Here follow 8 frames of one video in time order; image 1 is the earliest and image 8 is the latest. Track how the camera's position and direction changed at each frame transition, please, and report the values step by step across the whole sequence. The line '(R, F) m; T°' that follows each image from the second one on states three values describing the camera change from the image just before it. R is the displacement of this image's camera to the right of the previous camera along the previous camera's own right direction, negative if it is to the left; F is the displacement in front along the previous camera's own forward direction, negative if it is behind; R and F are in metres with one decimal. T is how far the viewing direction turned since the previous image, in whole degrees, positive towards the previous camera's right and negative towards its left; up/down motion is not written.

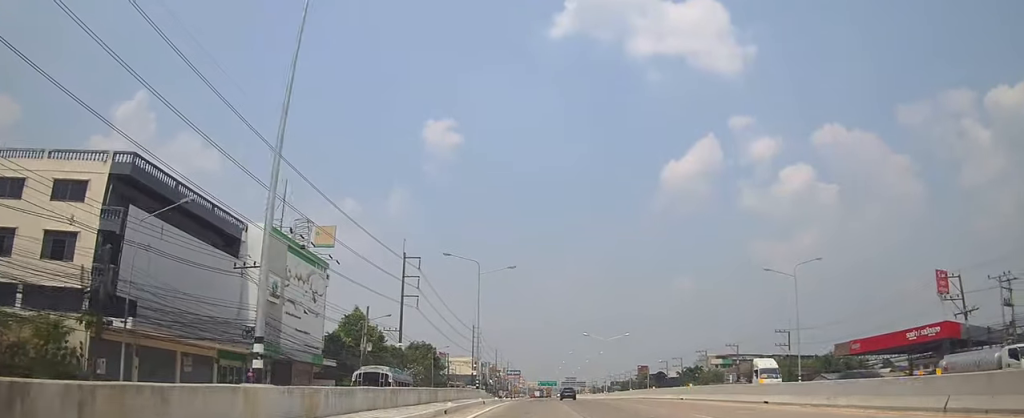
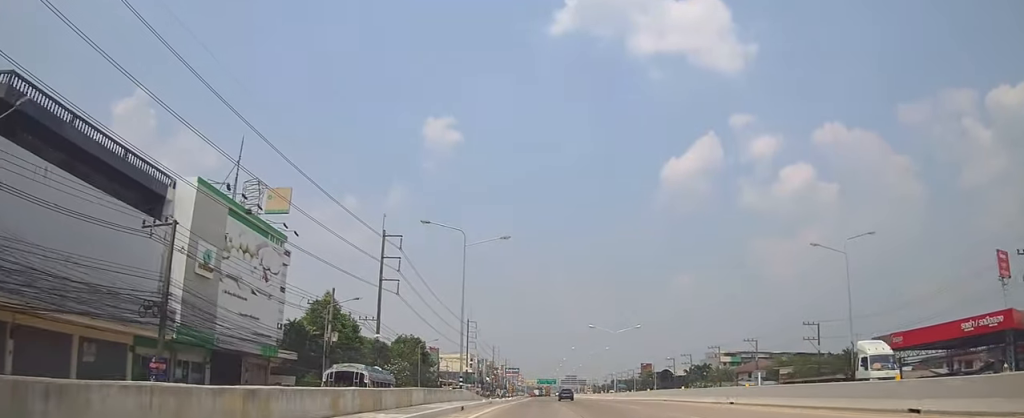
(0.0, +10.2) m; +1°
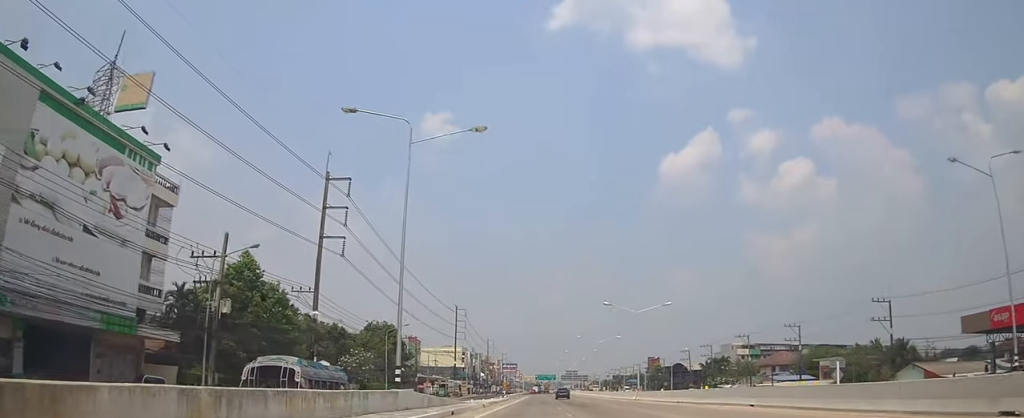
(+0.4, +18.0) m; +2°
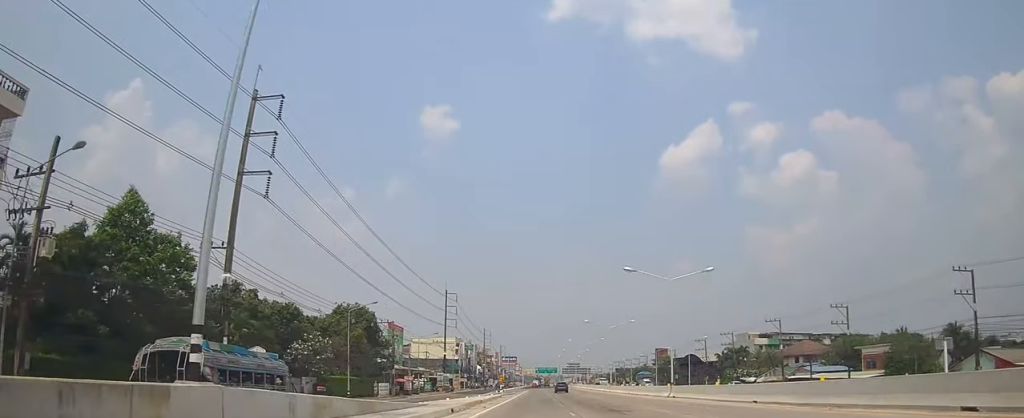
(+0.4, +13.8) m; -1°
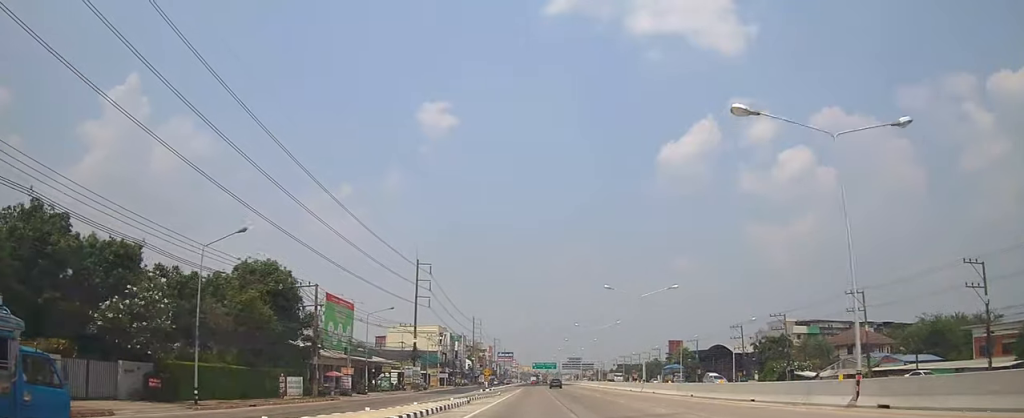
(-1.2, +24.7) m; -3°
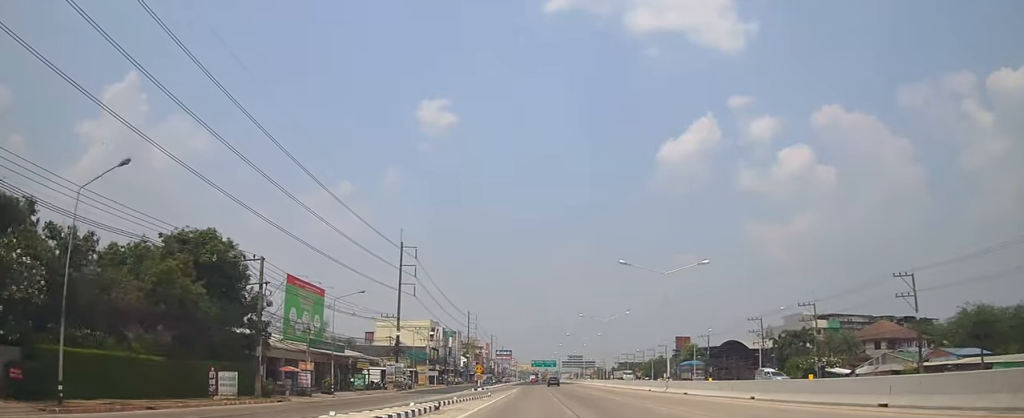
(0.0, +10.1) m; 0°
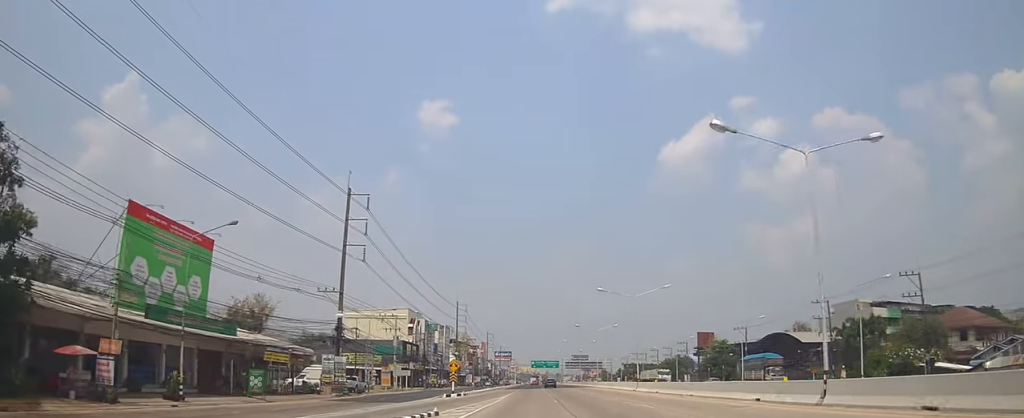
(-0.1, +23.0) m; 0°
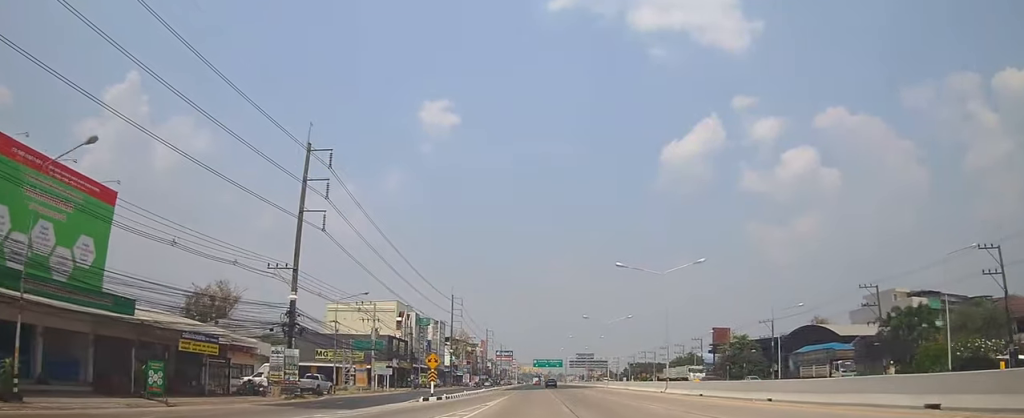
(0.0, +11.2) m; 0°
